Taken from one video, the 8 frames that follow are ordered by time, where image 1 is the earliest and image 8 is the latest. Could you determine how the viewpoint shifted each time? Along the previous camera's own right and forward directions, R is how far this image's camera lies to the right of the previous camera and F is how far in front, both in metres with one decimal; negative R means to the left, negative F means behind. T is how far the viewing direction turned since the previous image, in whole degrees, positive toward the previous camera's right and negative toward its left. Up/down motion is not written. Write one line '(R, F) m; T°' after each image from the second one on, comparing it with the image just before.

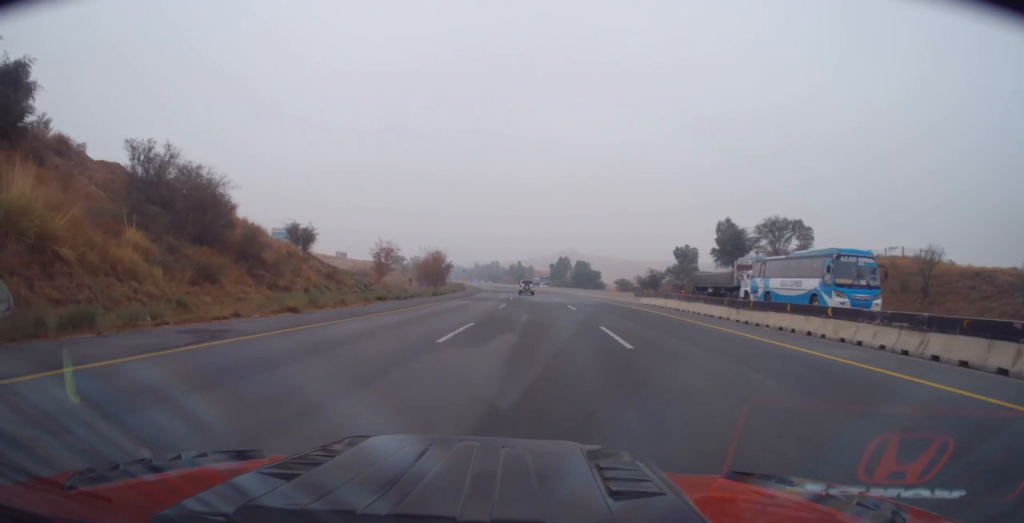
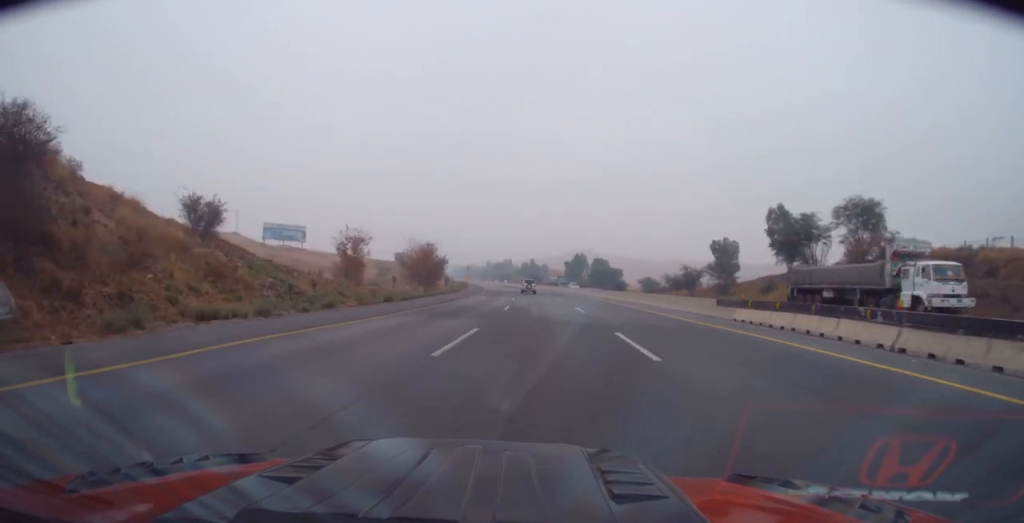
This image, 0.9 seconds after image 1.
(-0.3, +19.9) m; -1°
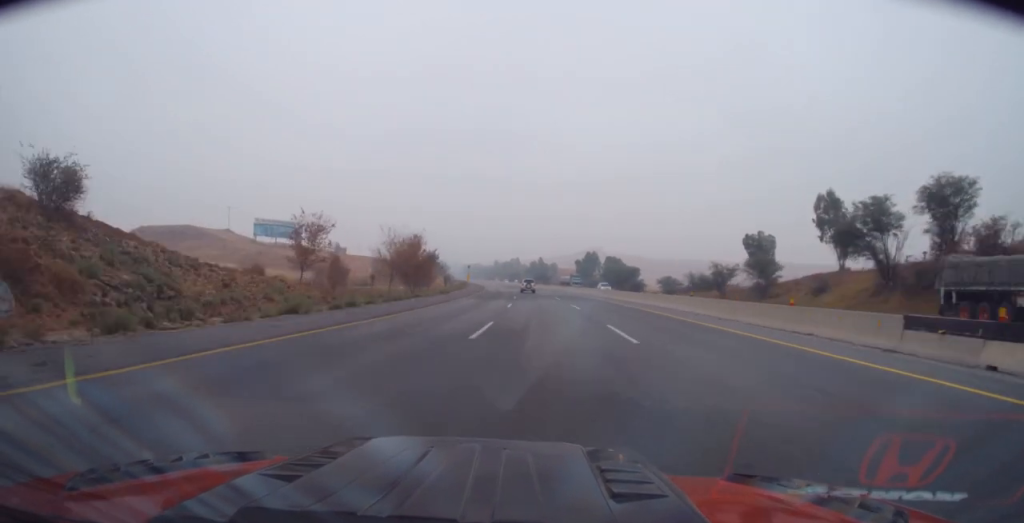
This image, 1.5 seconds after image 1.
(0.0, +14.6) m; -1°
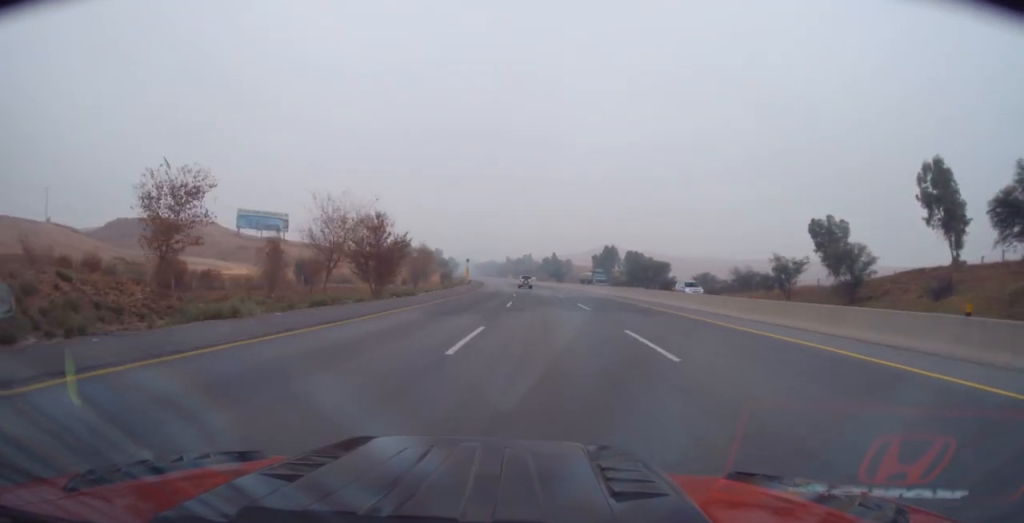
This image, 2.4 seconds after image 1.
(-0.3, +21.8) m; -1°
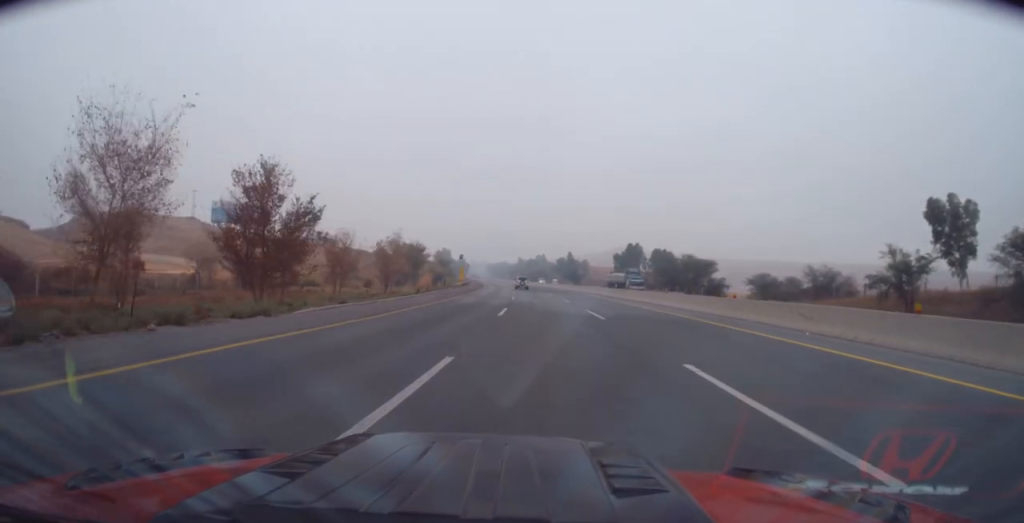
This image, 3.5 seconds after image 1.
(-0.1, +24.4) m; -1°
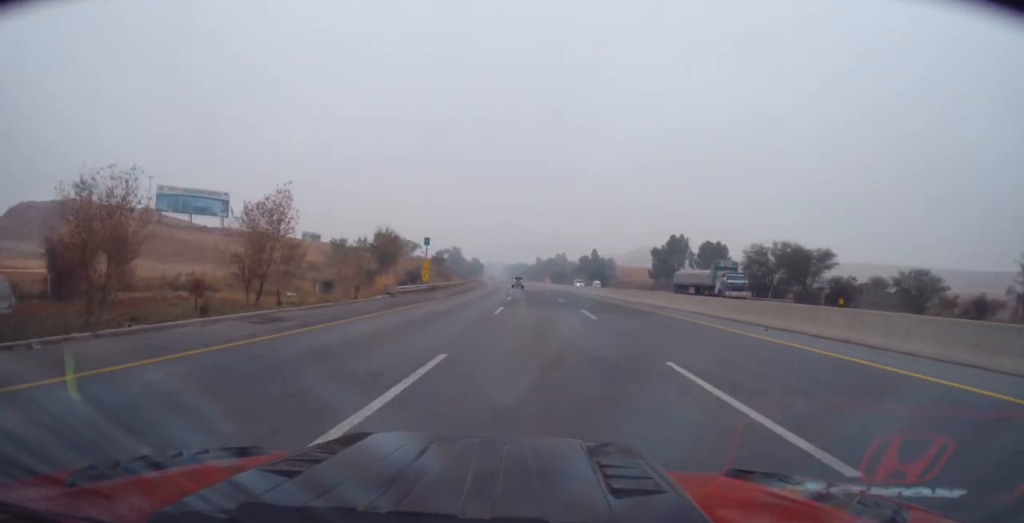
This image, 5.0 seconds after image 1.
(-0.6, +36.0) m; -2°
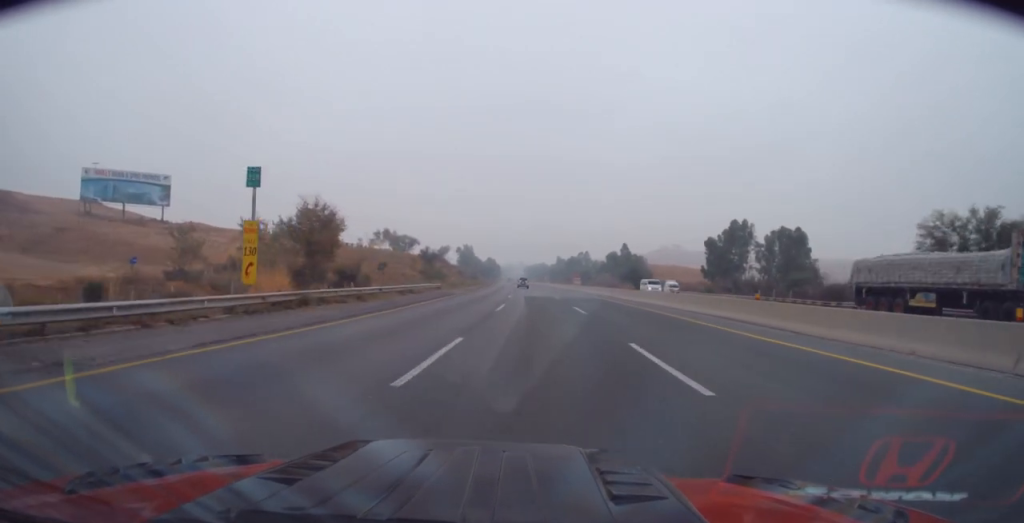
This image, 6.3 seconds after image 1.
(-0.5, +33.0) m; -2°
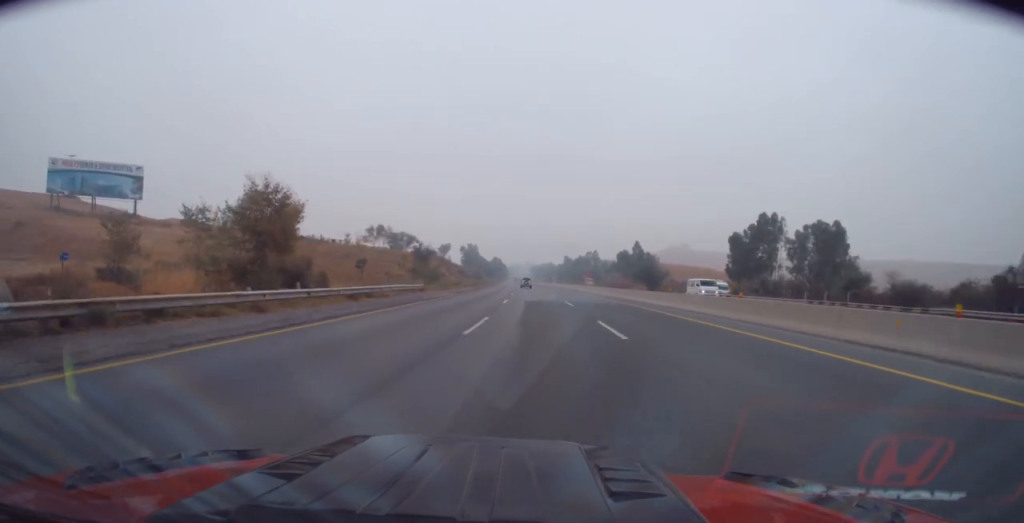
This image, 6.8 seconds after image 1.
(0.0, +11.3) m; -1°
